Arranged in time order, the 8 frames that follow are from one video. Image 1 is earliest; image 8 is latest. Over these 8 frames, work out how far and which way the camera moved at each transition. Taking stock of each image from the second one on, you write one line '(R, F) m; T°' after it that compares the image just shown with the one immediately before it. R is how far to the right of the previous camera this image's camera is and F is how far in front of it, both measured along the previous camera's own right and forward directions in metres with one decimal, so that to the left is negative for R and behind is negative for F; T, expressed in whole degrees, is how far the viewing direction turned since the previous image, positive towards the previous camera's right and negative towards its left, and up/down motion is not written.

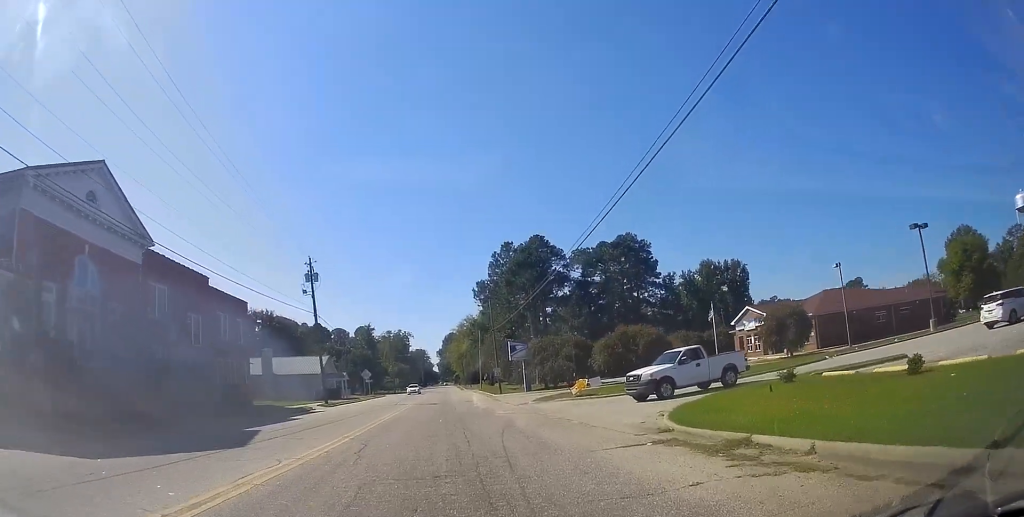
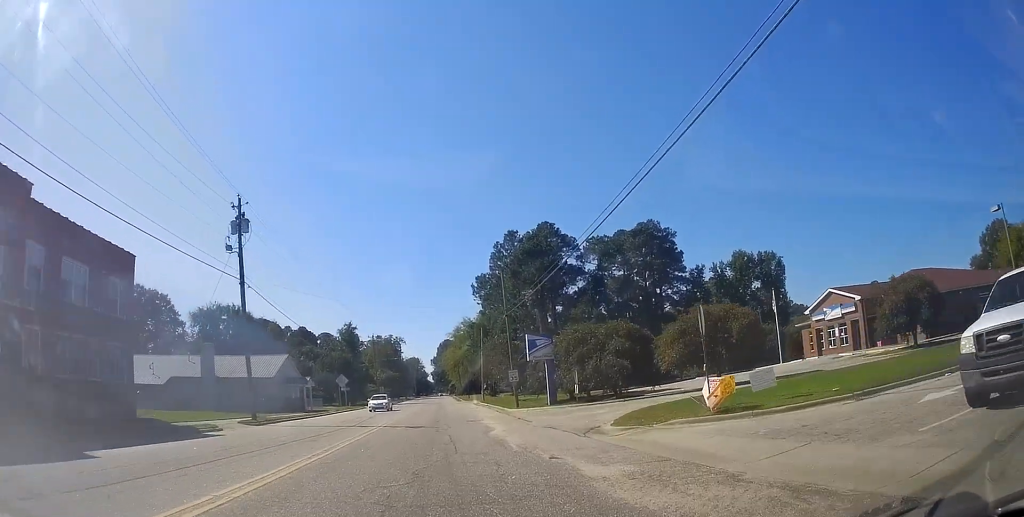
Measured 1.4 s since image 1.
(-0.2, +13.2) m; -1°
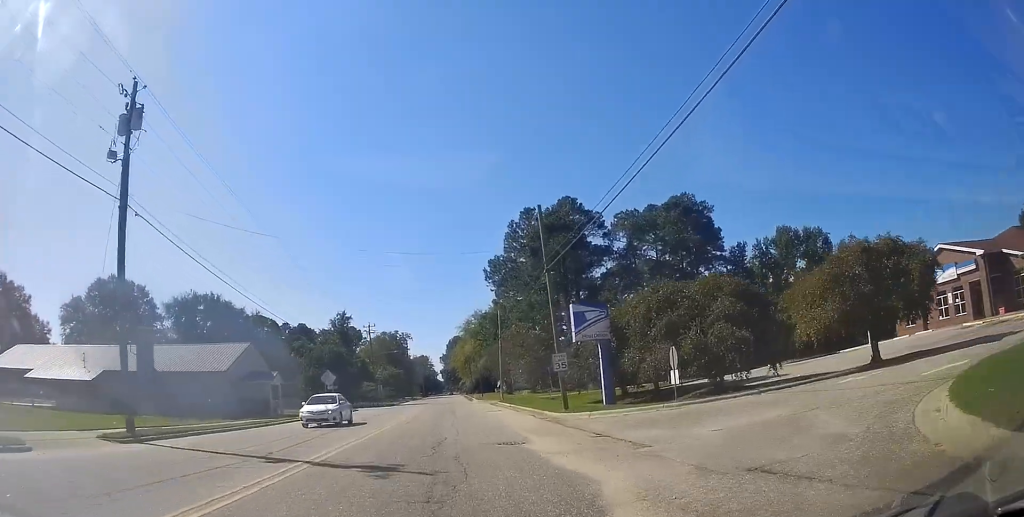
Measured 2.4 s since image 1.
(+0.3, +11.1) m; +3°
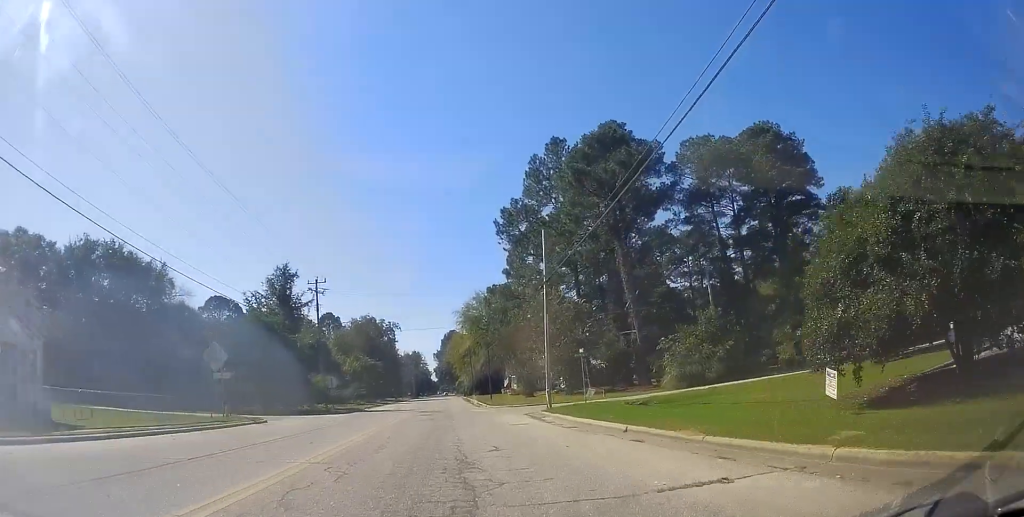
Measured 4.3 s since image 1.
(+0.6, +25.1) m; -1°
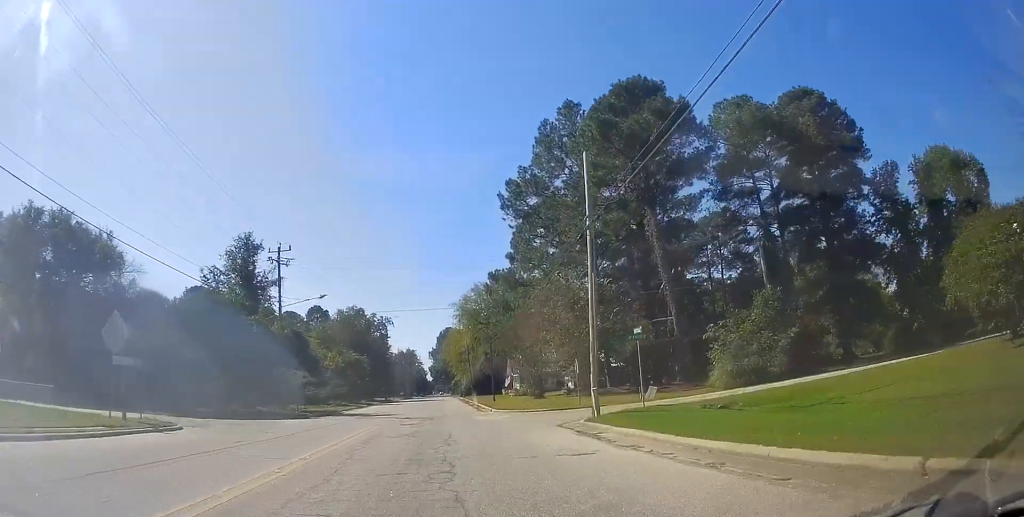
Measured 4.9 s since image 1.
(-0.1, +9.1) m; -1°
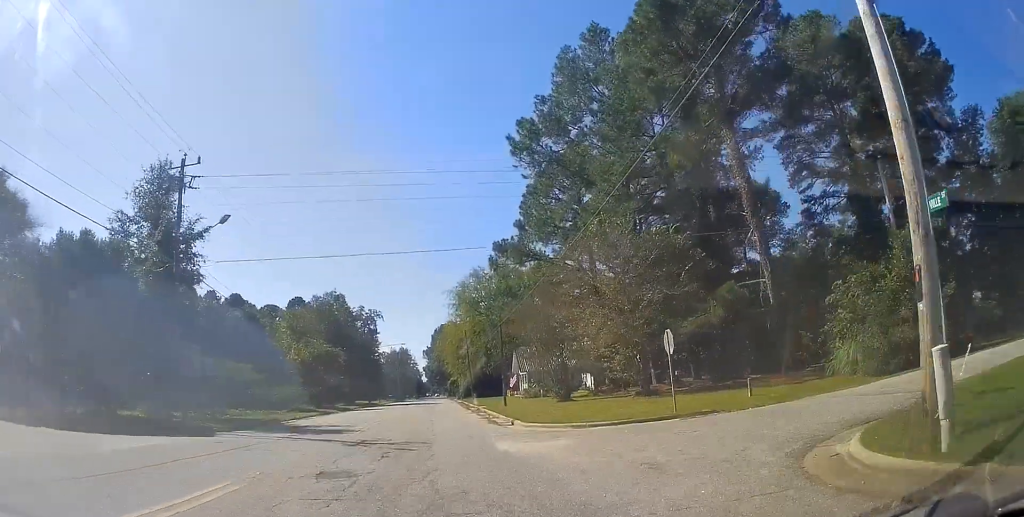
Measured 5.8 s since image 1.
(-0.4, +13.4) m; 0°
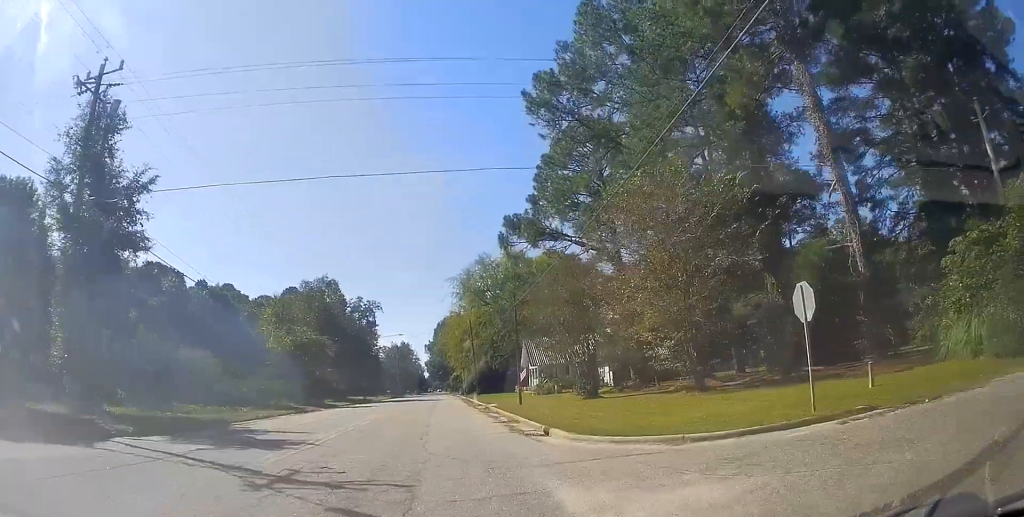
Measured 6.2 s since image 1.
(+0.1, +7.1) m; +1°
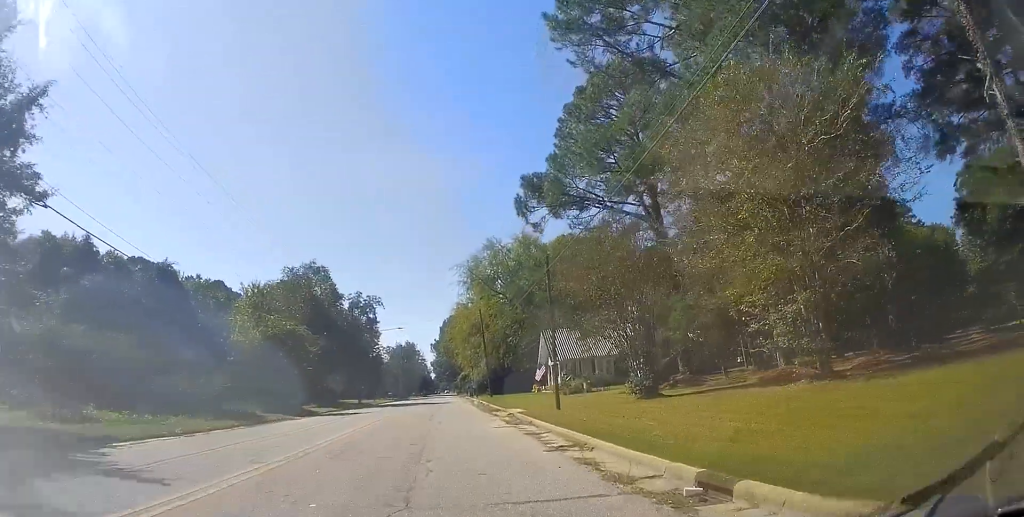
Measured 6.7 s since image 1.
(+0.1, +9.1) m; +1°
